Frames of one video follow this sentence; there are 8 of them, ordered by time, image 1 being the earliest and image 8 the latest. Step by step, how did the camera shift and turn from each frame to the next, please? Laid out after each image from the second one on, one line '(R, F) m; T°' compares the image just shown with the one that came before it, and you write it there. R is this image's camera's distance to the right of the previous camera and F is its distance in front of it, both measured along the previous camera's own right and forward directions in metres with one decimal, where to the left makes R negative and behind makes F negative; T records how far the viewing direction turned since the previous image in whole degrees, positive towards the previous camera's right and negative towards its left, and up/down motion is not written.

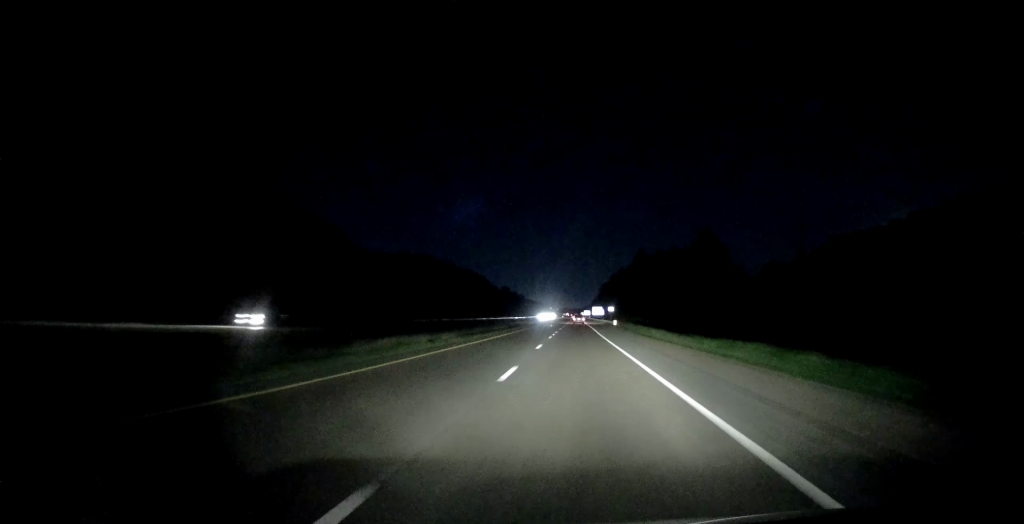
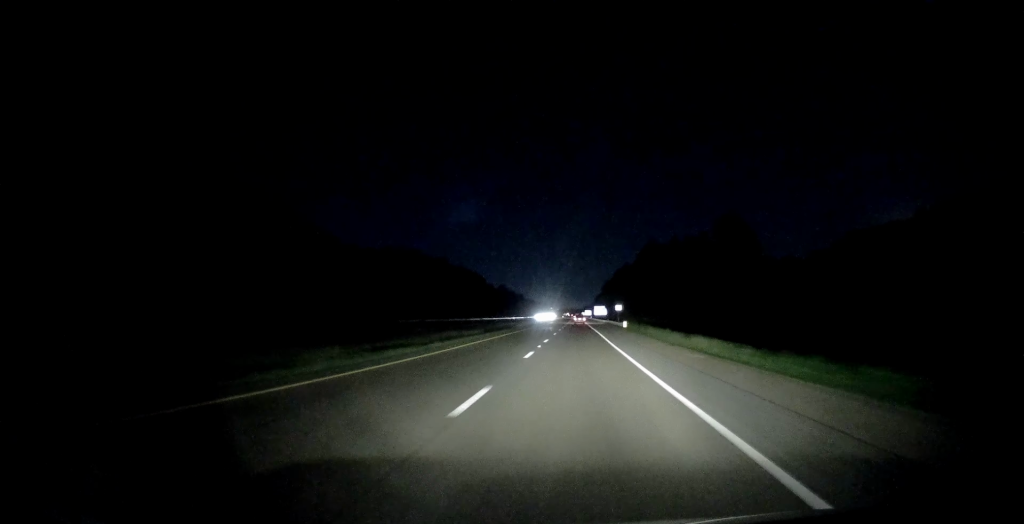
(-0.1, +17.5) m; 0°
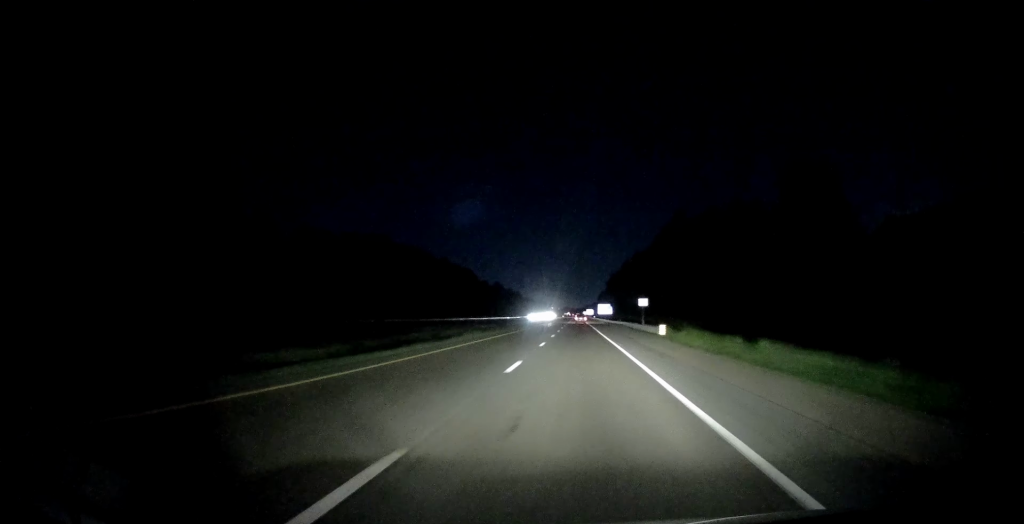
(+0.5, +30.9) m; 0°
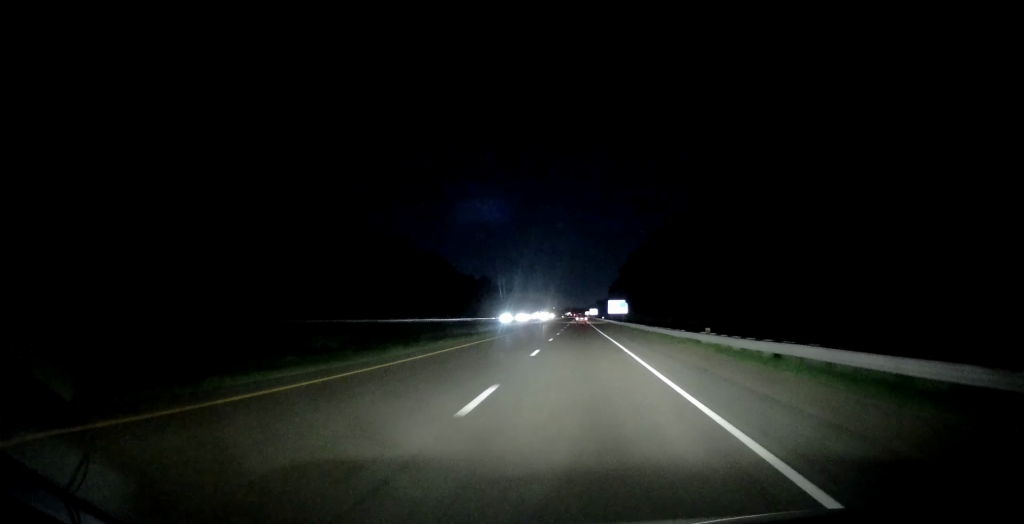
(0.0, +57.1) m; +1°
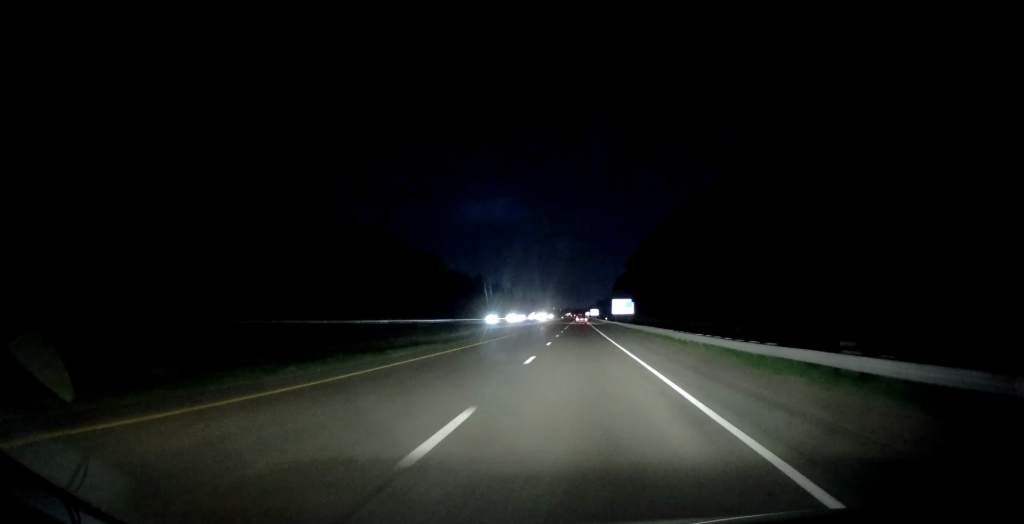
(0.0, +15.6) m; 0°
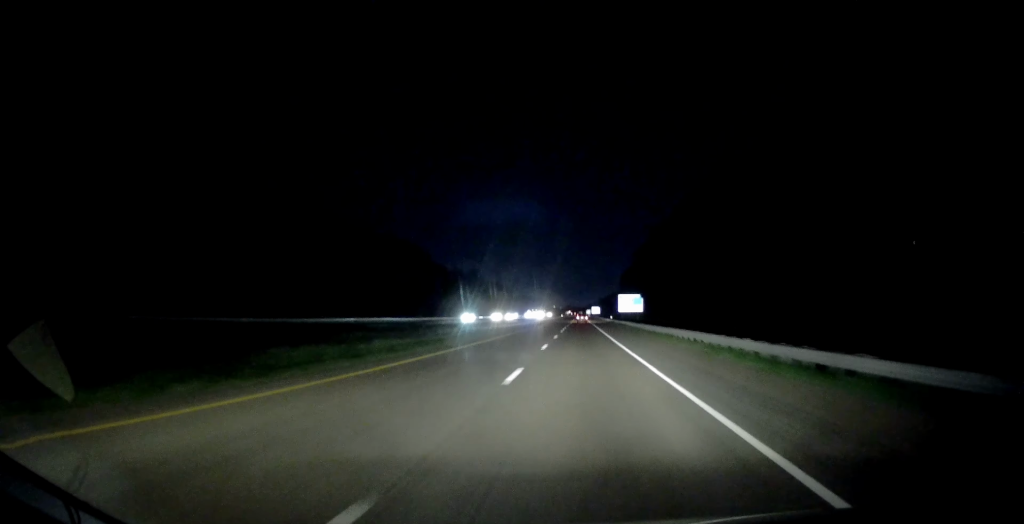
(0.0, +17.6) m; -1°
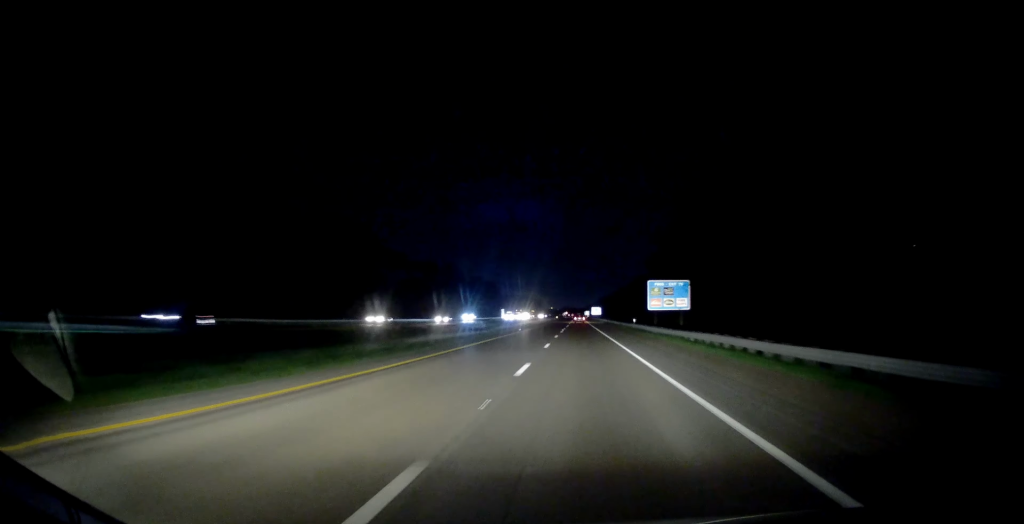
(-0.7, +50.2) m; 0°
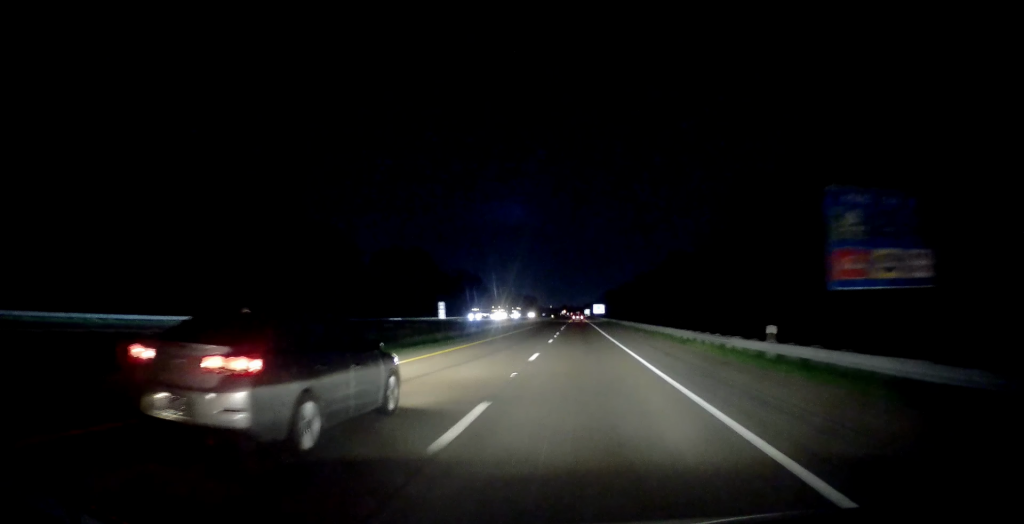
(+0.7, +46.1) m; 0°
